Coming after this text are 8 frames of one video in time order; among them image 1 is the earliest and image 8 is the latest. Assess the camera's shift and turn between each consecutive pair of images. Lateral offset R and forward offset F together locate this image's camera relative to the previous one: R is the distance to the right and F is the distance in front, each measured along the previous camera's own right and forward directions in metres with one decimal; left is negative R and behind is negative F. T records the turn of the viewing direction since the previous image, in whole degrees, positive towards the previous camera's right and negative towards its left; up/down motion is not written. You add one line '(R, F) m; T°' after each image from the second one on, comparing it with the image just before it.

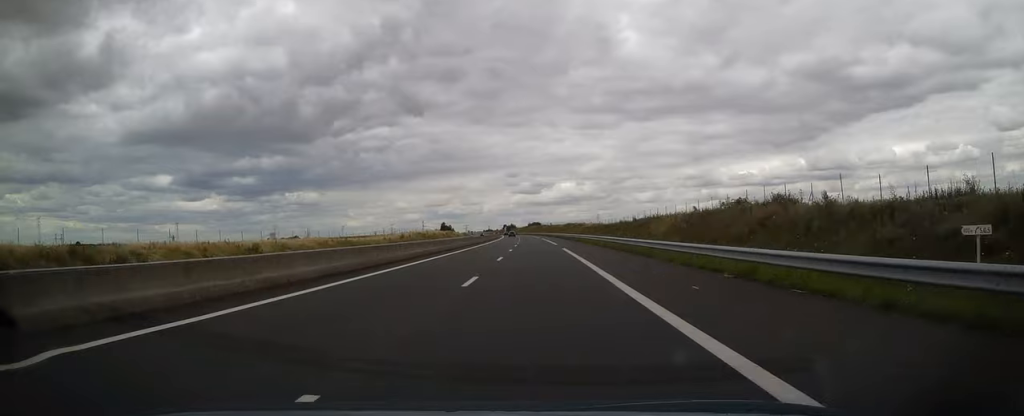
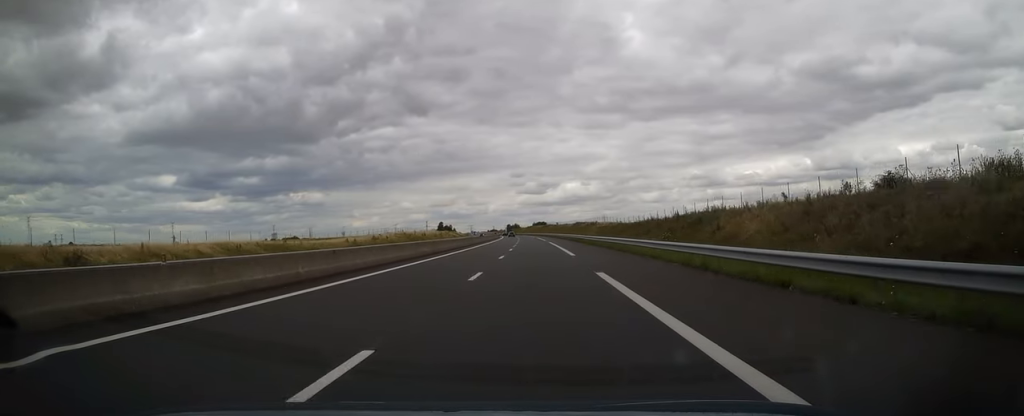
(0.0, +23.9) m; -1°
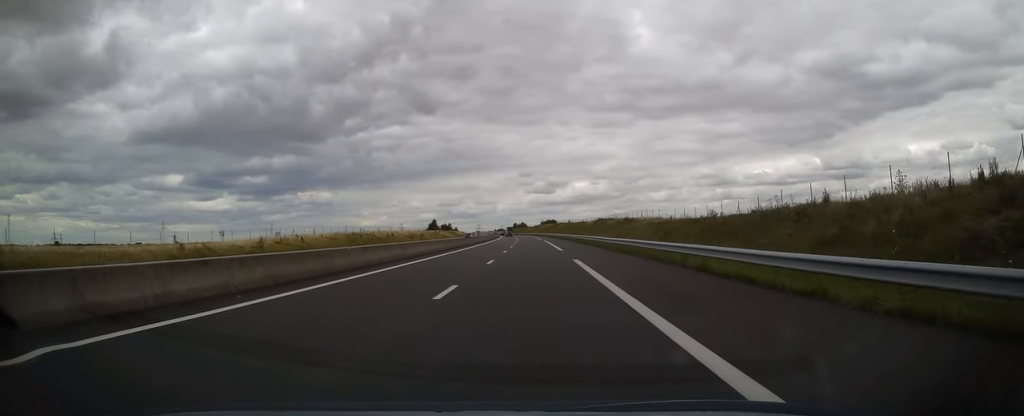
(-0.5, +43.3) m; -1°
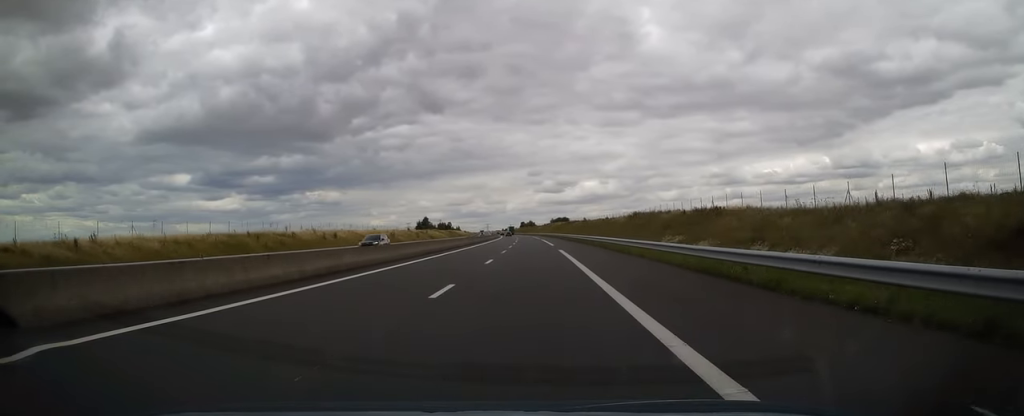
(-0.5, +38.5) m; -1°
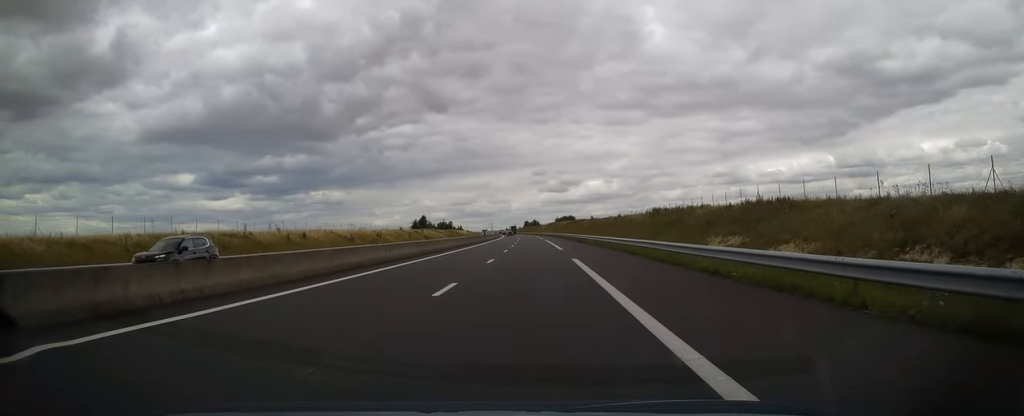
(0.0, +12.7) m; 0°
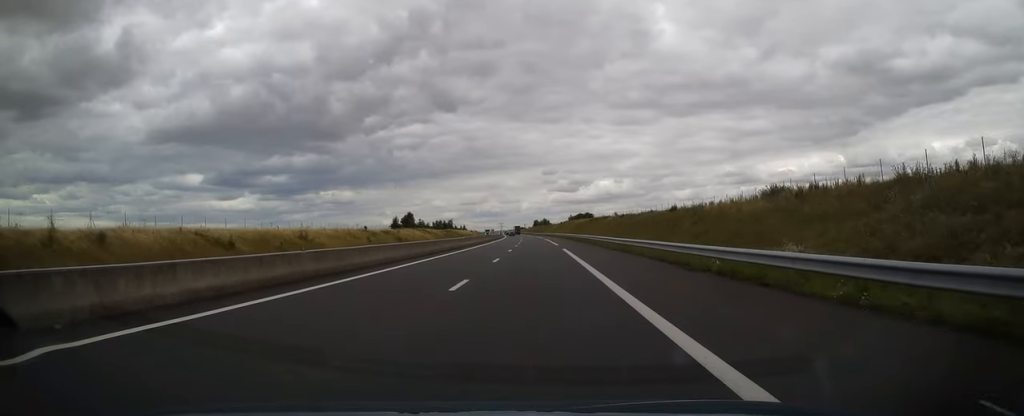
(0.0, +37.5) m; -1°
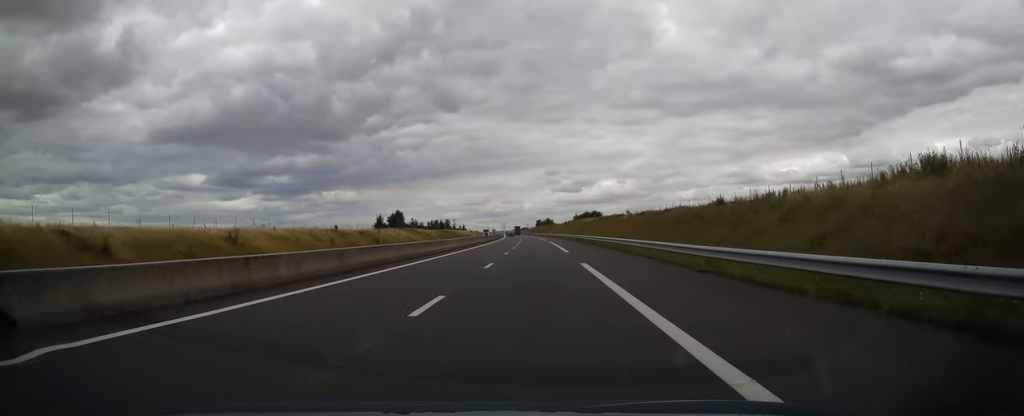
(-0.1, +17.0) m; -1°
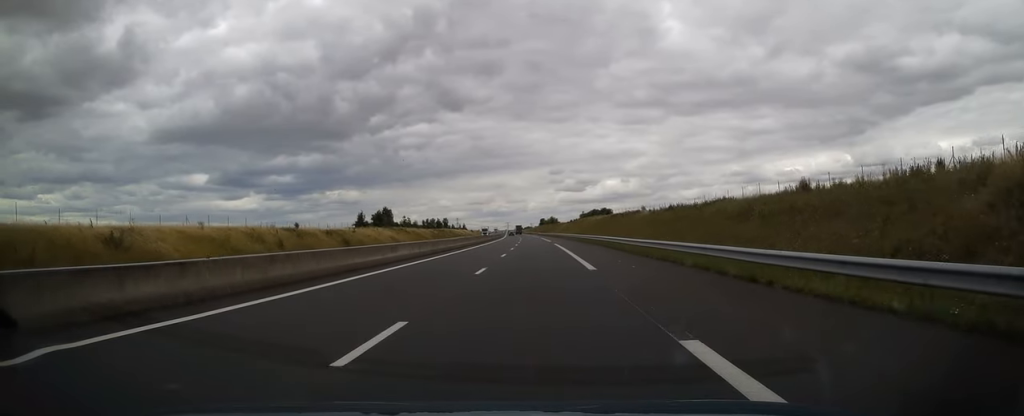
(-0.2, +16.6) m; -1°
